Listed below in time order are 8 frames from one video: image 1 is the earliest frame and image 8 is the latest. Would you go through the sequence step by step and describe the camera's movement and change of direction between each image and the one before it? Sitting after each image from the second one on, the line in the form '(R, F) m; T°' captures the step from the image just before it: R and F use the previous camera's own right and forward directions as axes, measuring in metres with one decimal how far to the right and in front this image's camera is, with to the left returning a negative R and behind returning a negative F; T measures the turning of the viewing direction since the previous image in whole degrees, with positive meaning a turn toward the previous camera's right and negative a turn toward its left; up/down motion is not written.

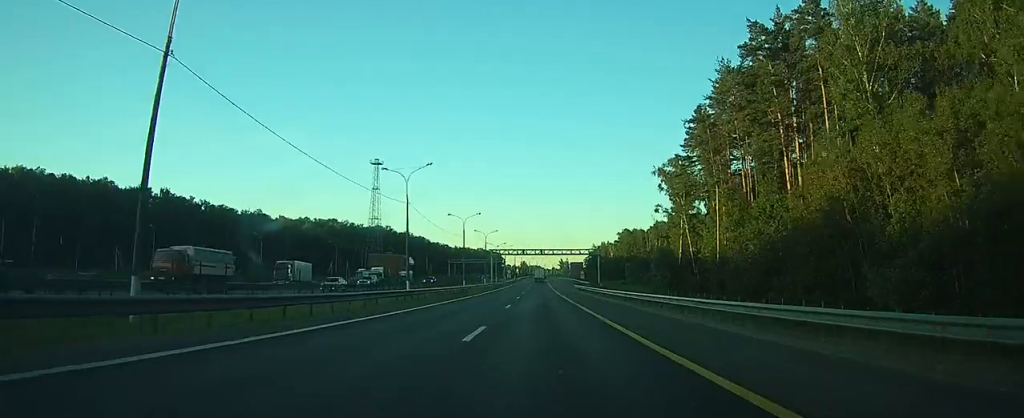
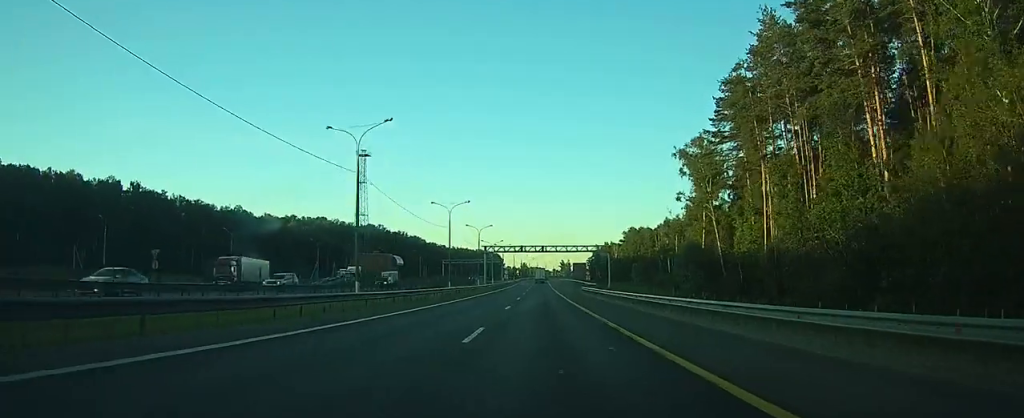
(0.0, +16.5) m; 0°
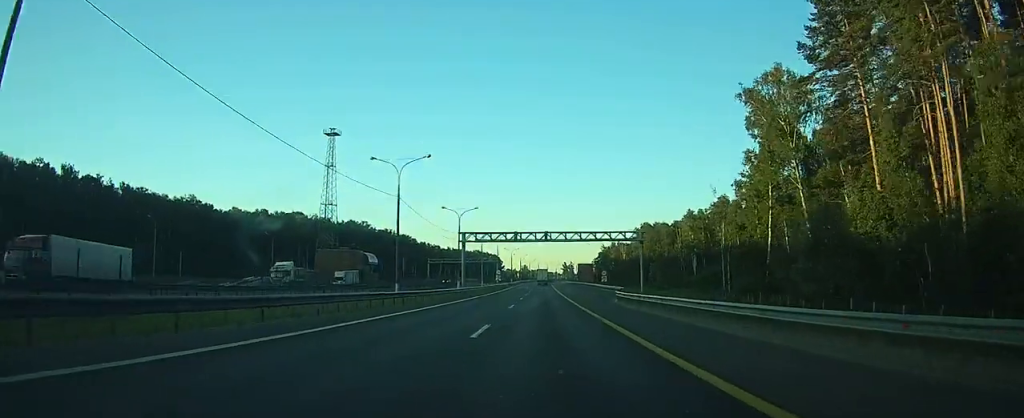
(-0.1, +30.8) m; 0°
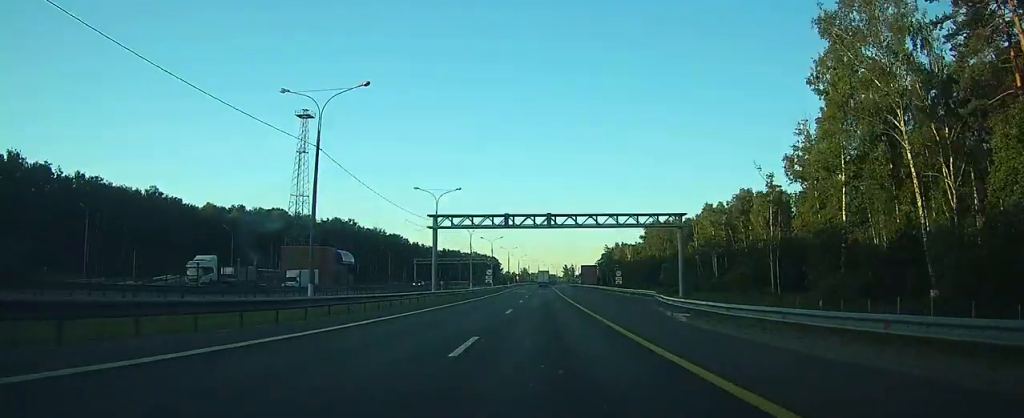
(0.0, +19.4) m; 0°
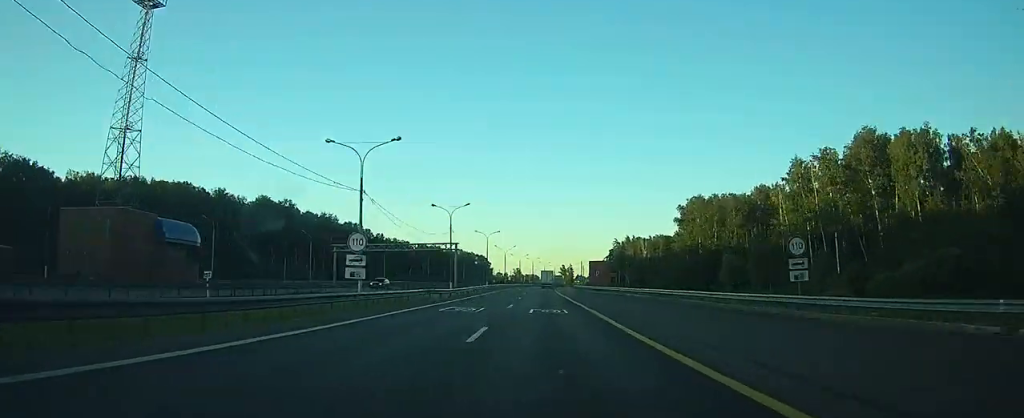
(+0.3, +61.8) m; +1°
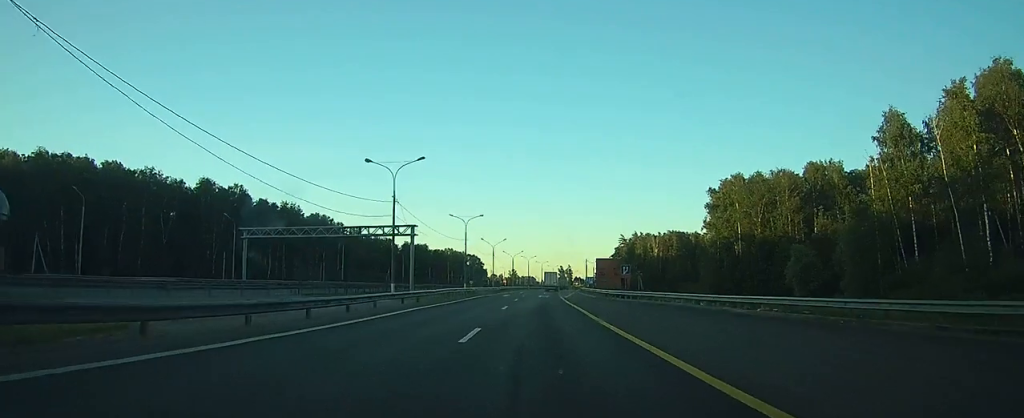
(+0.1, +32.0) m; 0°
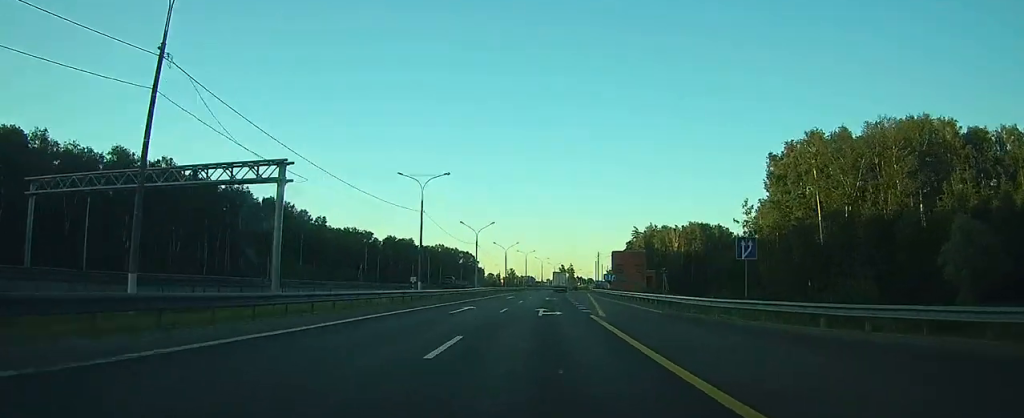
(0.0, +34.7) m; 0°
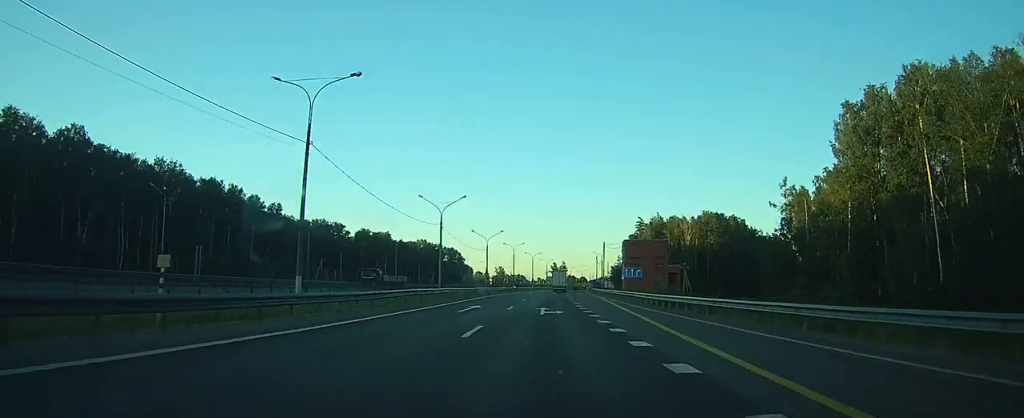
(+0.1, +27.6) m; 0°
